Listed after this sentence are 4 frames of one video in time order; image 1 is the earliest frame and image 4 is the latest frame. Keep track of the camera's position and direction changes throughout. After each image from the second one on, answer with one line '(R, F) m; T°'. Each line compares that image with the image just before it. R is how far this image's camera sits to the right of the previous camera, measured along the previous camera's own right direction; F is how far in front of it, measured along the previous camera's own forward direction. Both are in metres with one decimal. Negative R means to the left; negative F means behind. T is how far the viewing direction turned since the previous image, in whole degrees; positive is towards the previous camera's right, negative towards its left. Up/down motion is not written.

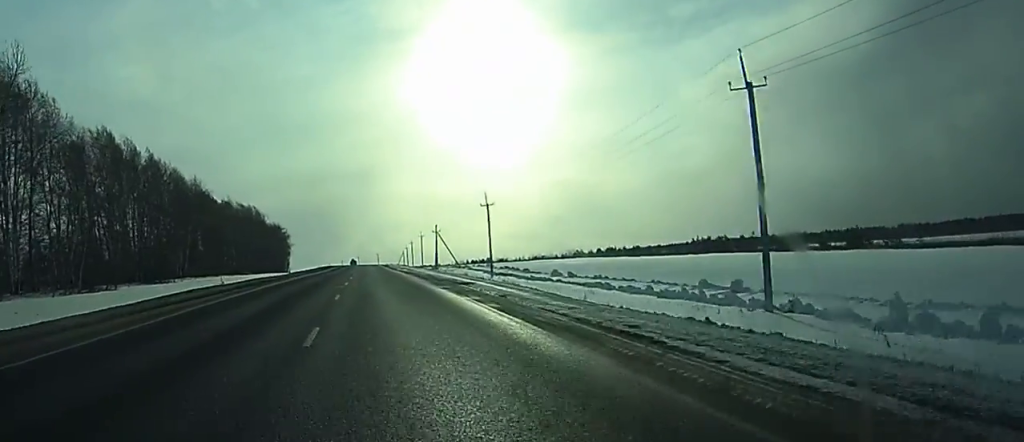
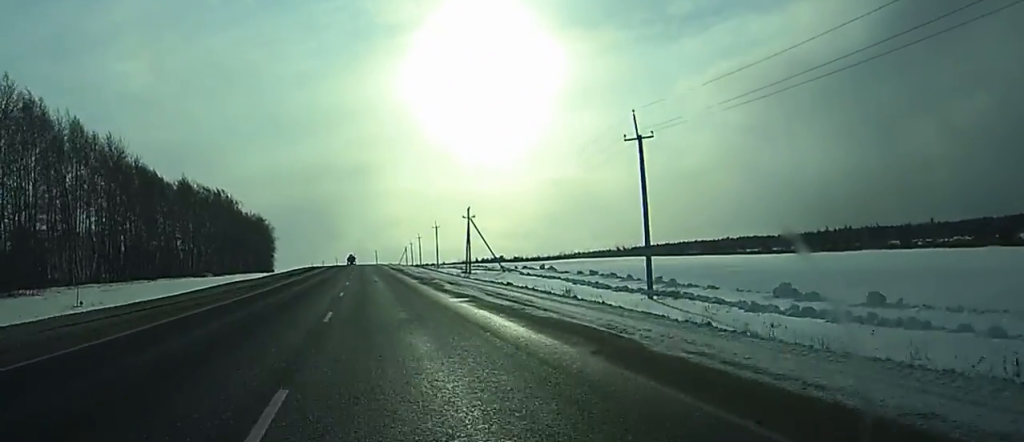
(0.0, +55.0) m; 0°
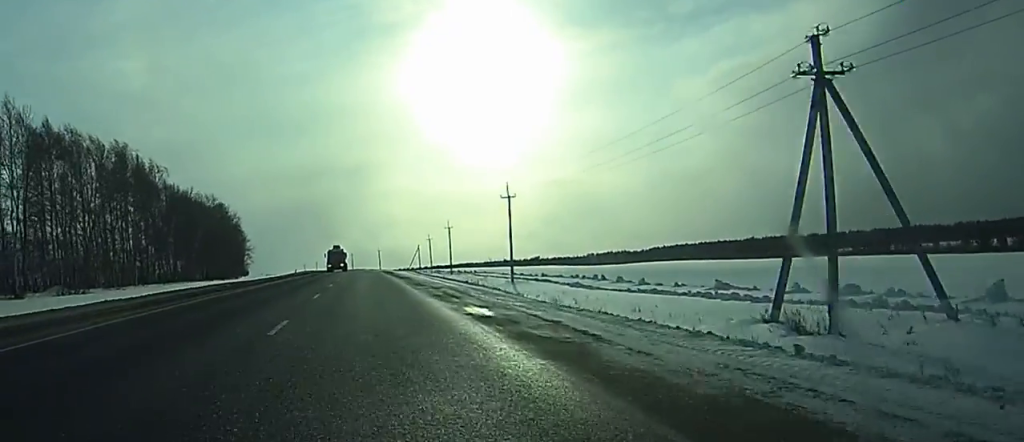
(+1.8, +88.9) m; +1°
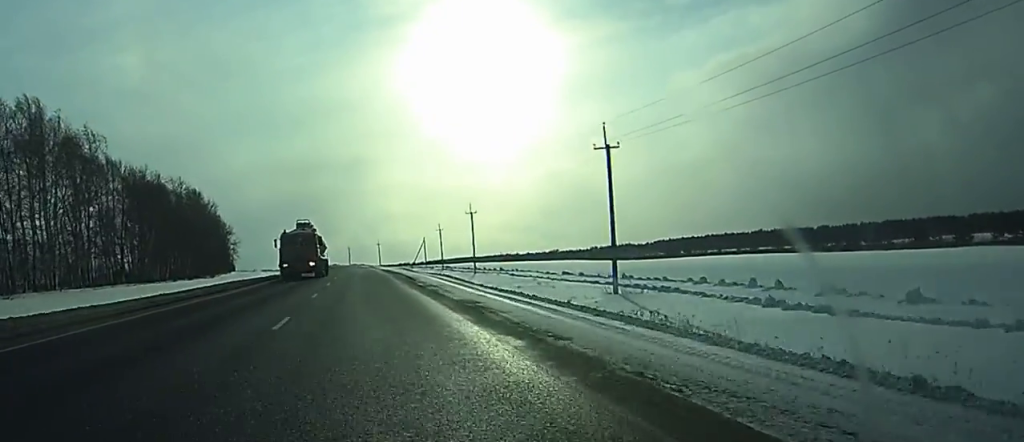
(-0.8, +34.6) m; -1°
